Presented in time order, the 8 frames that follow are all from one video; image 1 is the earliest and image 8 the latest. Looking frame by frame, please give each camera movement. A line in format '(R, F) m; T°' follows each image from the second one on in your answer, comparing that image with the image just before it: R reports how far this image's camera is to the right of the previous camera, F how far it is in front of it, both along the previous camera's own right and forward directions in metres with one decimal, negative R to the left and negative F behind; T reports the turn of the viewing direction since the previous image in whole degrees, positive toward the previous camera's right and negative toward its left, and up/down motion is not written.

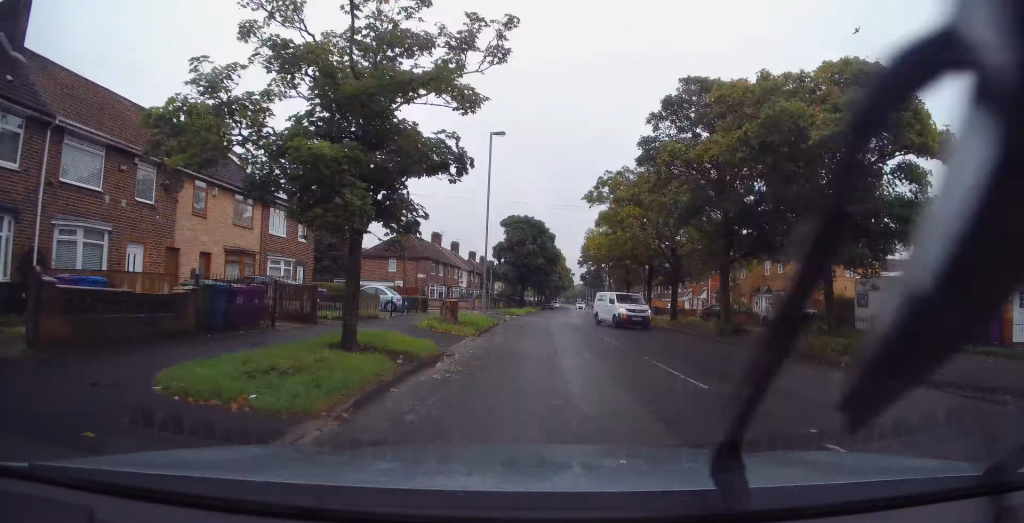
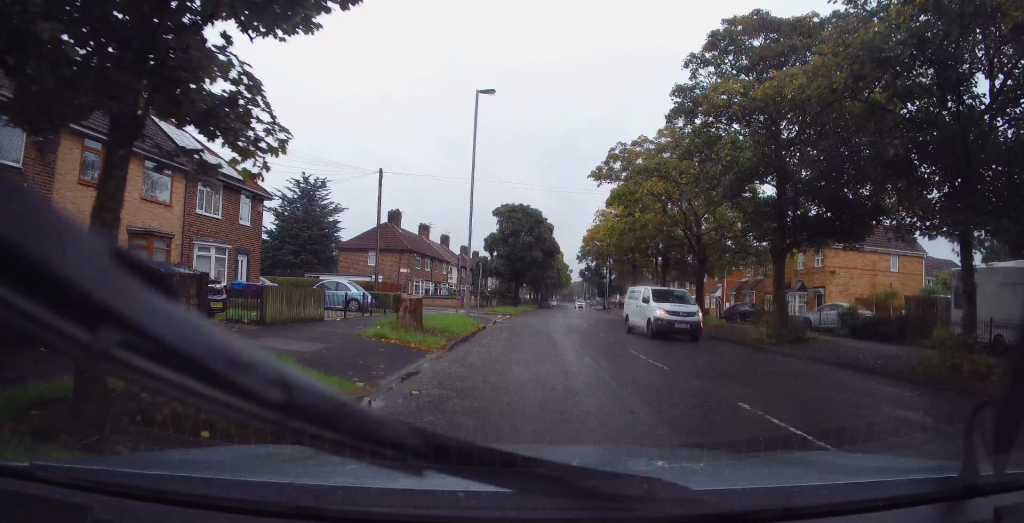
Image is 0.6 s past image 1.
(0.0, +5.6) m; 0°
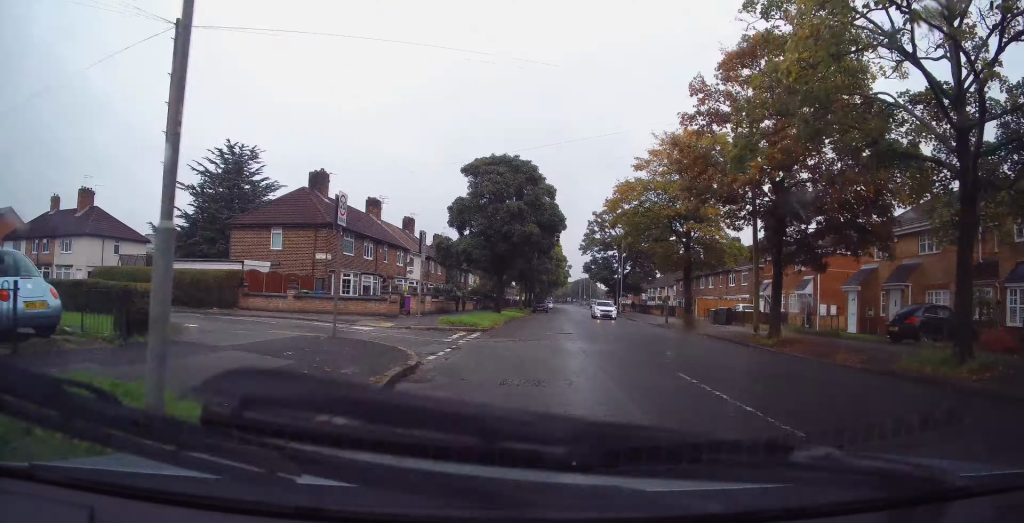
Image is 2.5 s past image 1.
(+0.6, +18.7) m; +3°
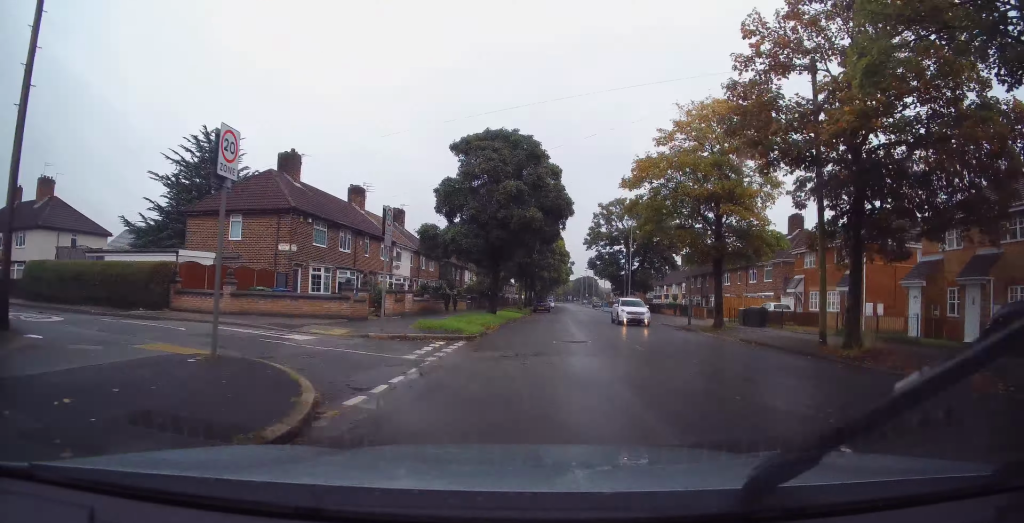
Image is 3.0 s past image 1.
(+0.1, +5.3) m; 0°
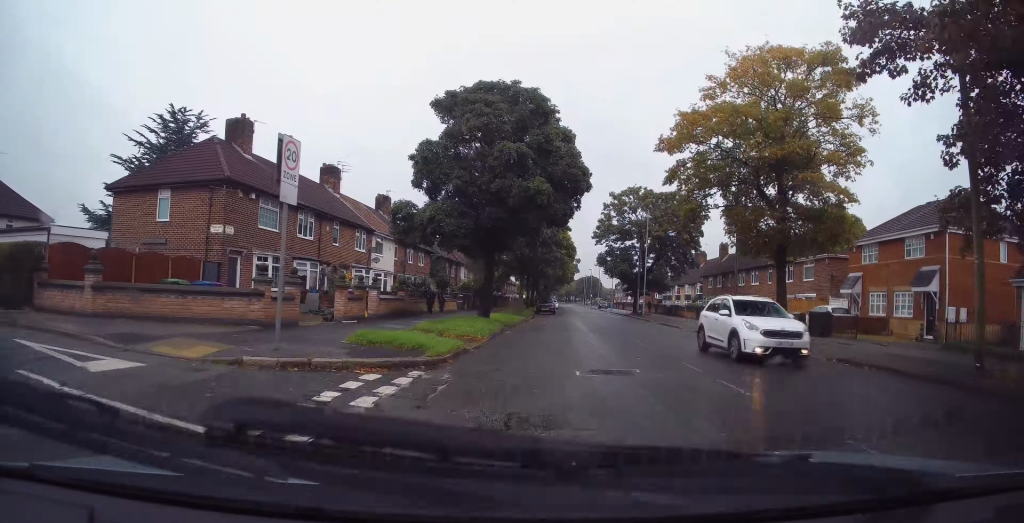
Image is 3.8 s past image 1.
(-0.3, +6.9) m; -1°
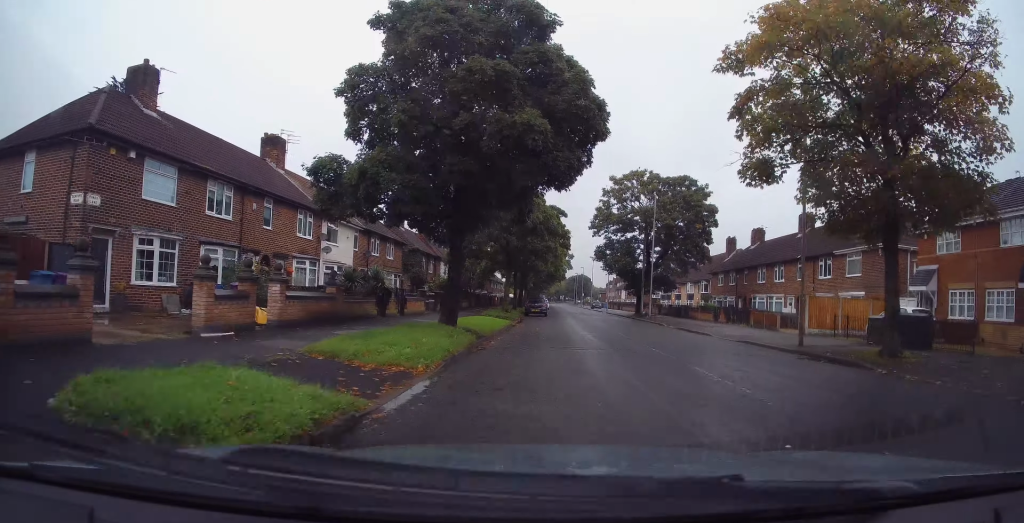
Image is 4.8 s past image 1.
(+0.3, +7.8) m; +1°
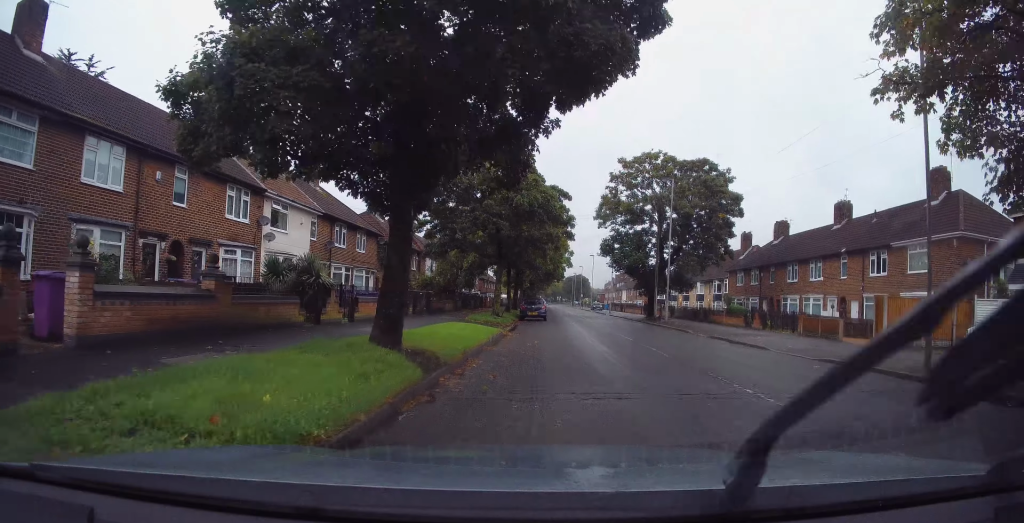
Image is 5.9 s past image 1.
(-0.1, +7.0) m; +1°
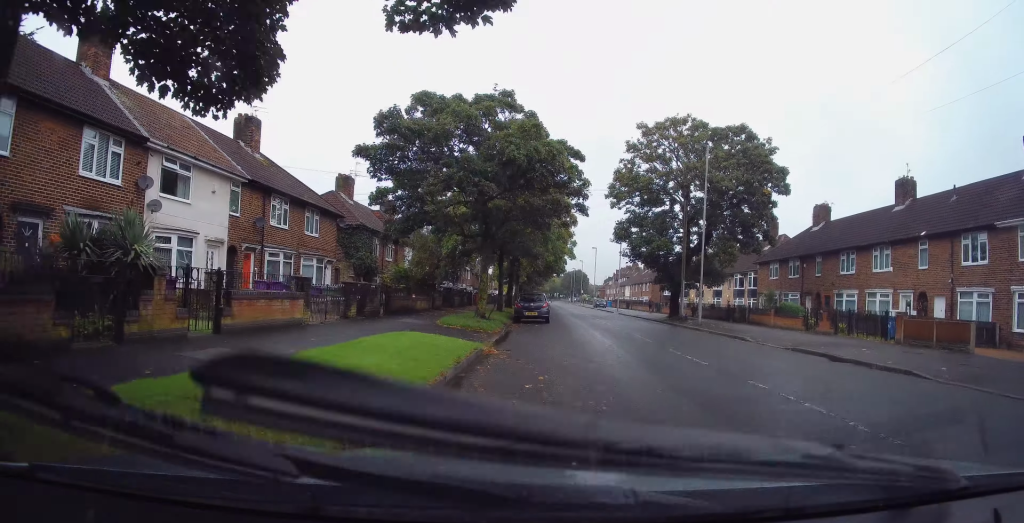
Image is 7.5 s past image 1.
(+0.3, +8.4) m; +2°
